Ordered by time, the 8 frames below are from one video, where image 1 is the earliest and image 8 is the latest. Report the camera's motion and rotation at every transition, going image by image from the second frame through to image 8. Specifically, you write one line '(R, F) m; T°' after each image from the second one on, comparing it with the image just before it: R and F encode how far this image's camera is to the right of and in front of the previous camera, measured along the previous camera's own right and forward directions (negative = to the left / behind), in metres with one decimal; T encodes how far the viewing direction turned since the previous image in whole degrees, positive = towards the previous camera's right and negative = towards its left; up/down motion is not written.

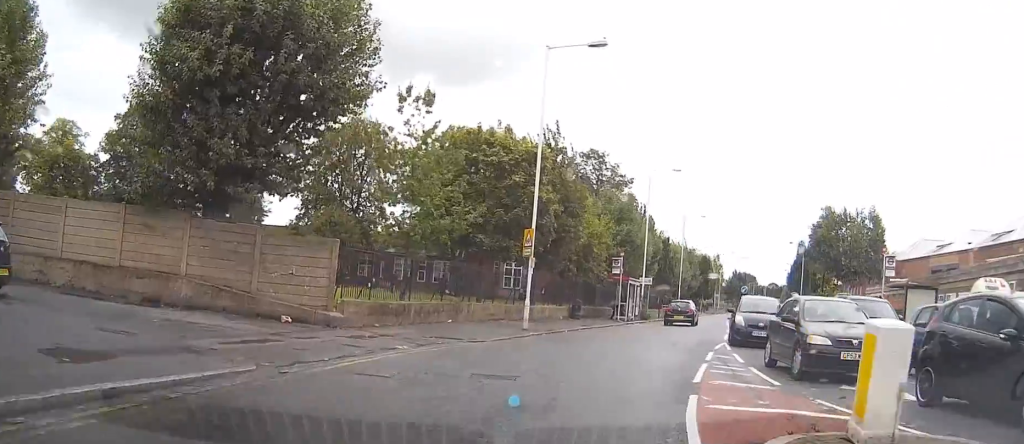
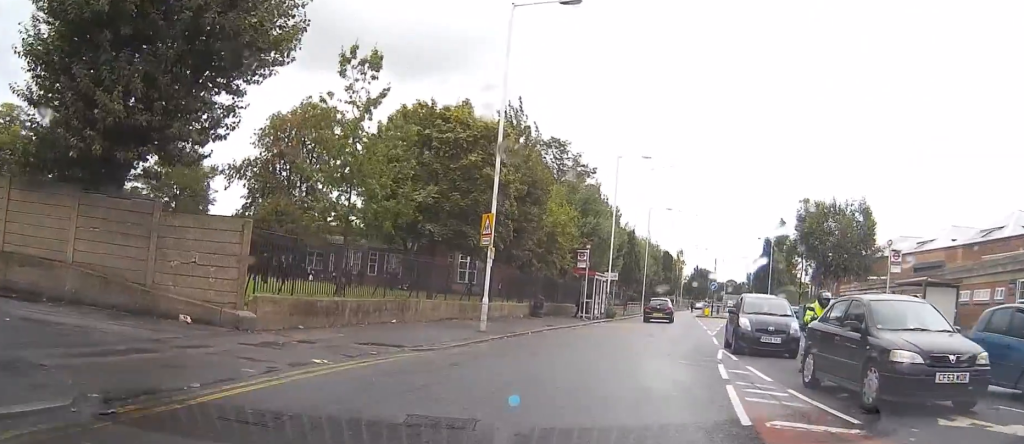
(0.0, +3.8) m; 0°
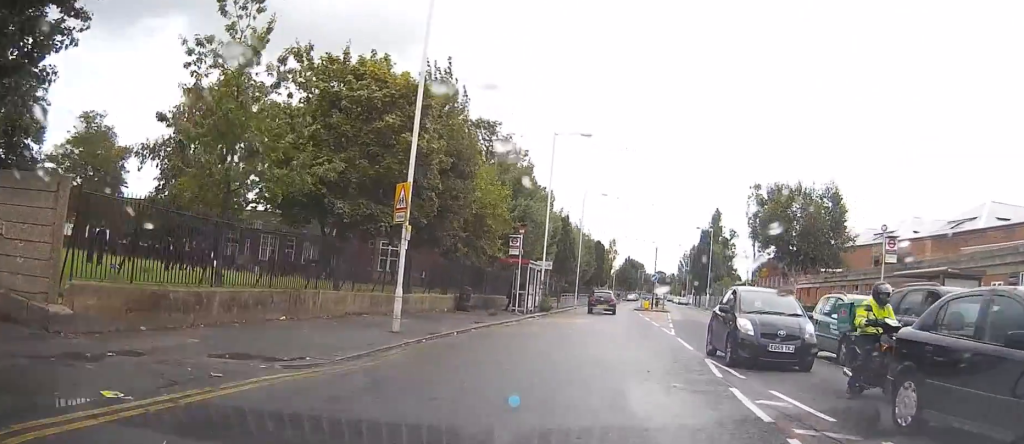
(0.0, +4.7) m; +1°
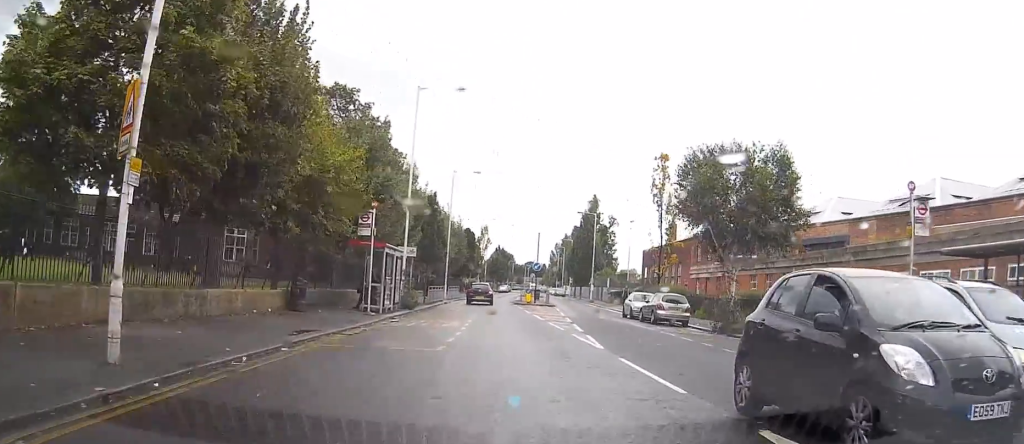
(+0.3, +9.0) m; +9°
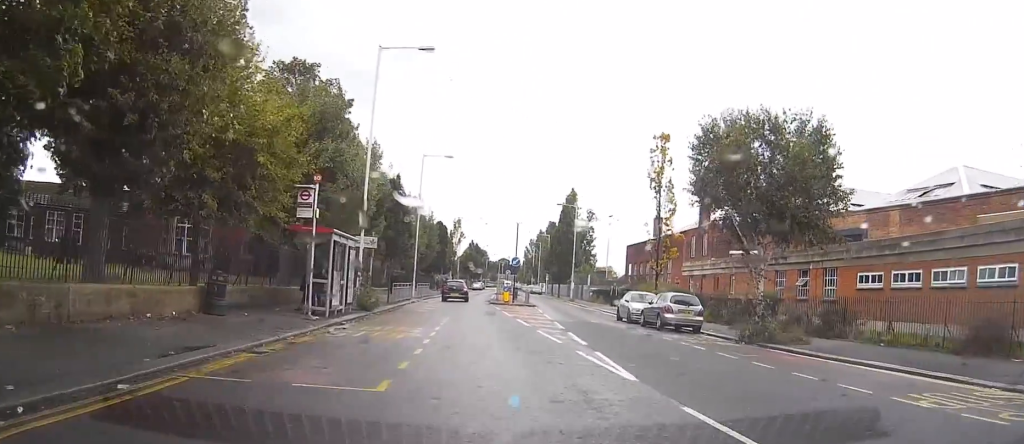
(+0.6, +5.8) m; +5°
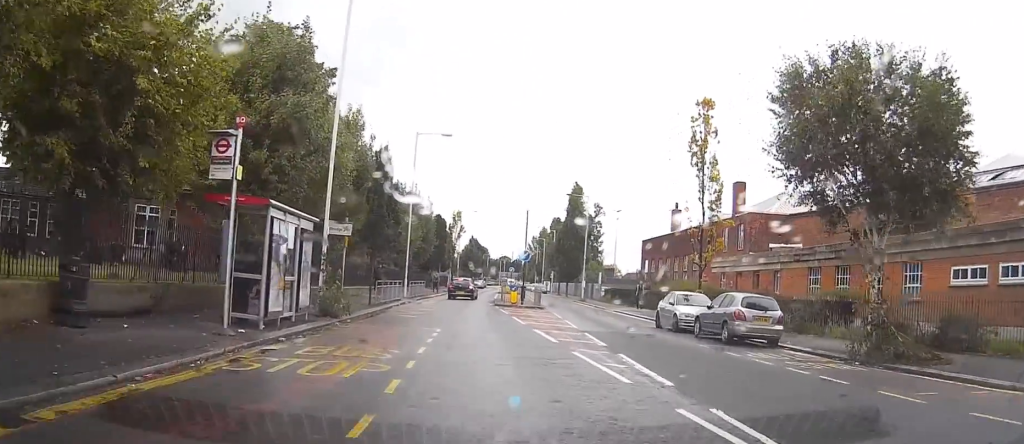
(+0.1, +7.7) m; +1°
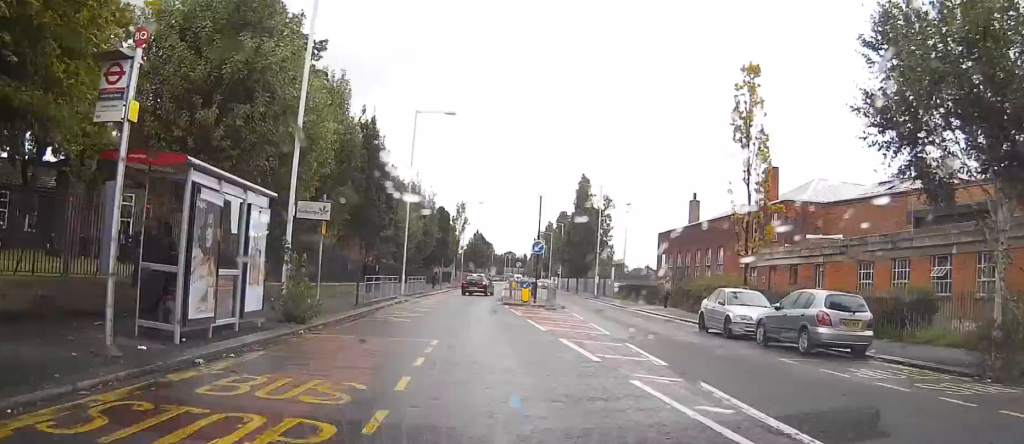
(0.0, +5.2) m; 0°
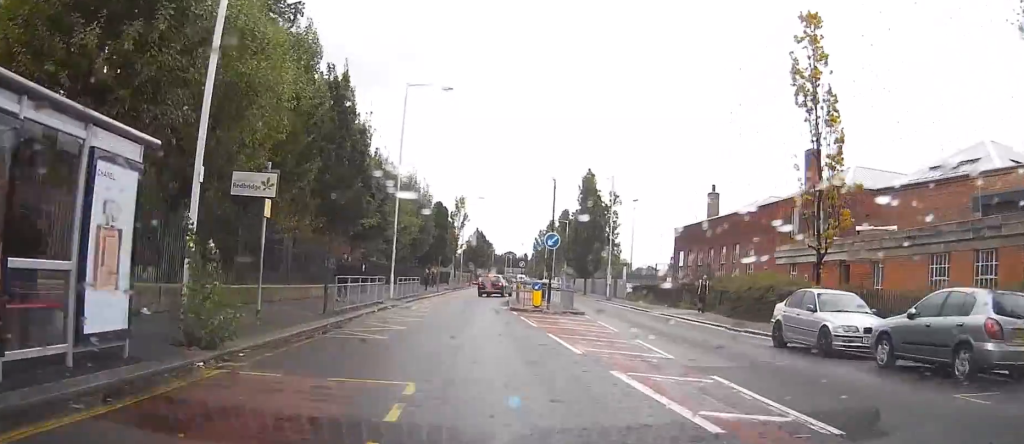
(0.0, +6.6) m; 0°
